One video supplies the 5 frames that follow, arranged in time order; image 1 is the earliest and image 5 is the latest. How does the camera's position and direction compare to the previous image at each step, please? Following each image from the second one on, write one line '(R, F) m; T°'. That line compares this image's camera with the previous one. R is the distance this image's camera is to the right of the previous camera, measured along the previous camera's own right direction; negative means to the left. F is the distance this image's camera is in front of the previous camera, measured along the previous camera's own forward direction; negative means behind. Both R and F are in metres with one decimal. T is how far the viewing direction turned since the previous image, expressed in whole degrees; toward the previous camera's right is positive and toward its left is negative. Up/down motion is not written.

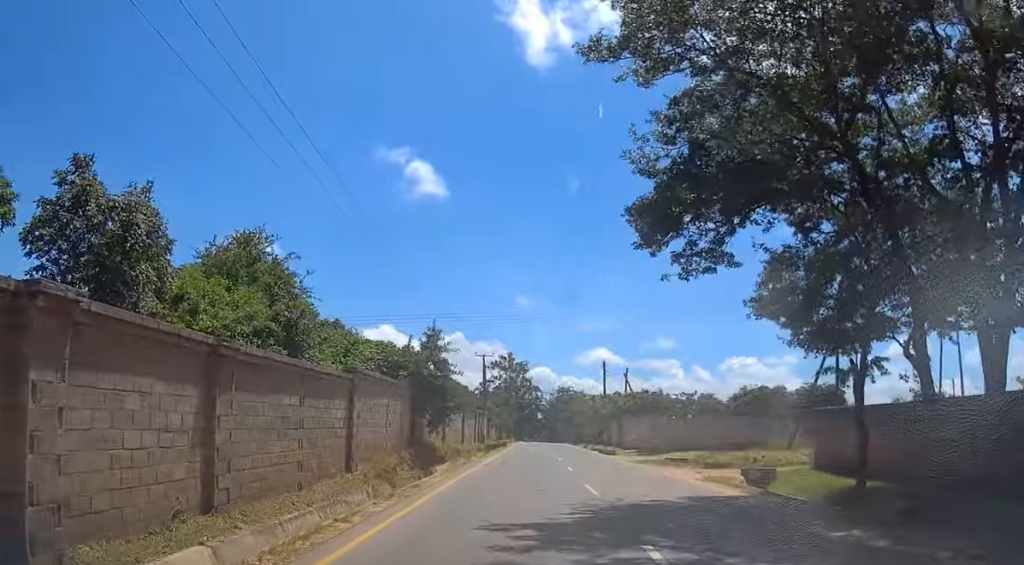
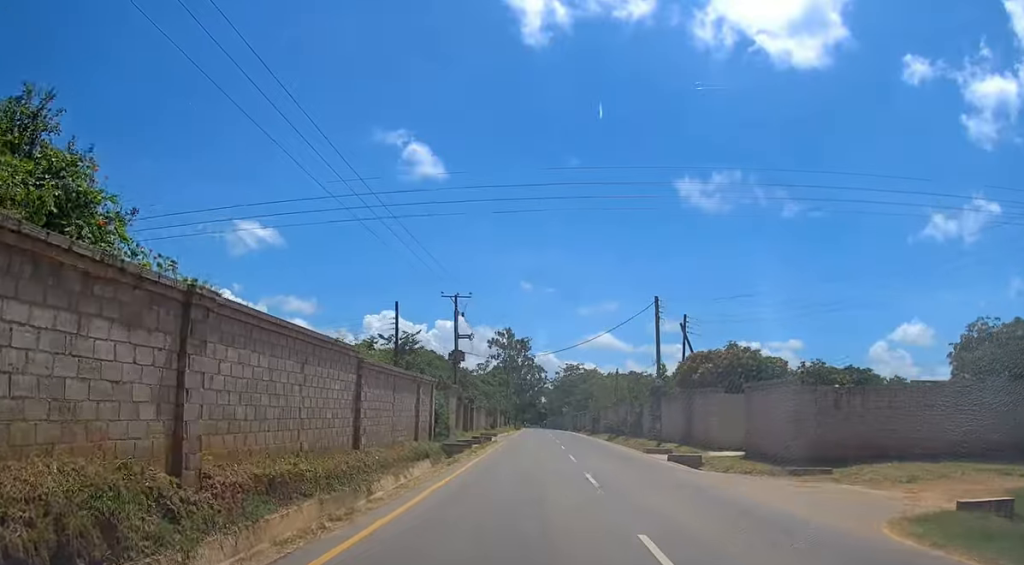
(-0.2, +26.6) m; -1°
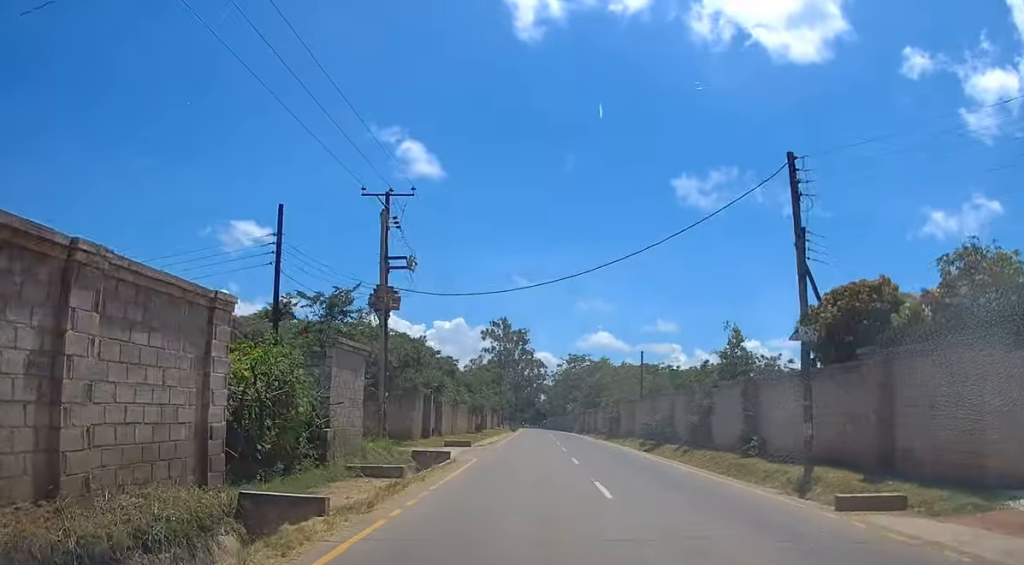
(+0.3, +20.4) m; +2°
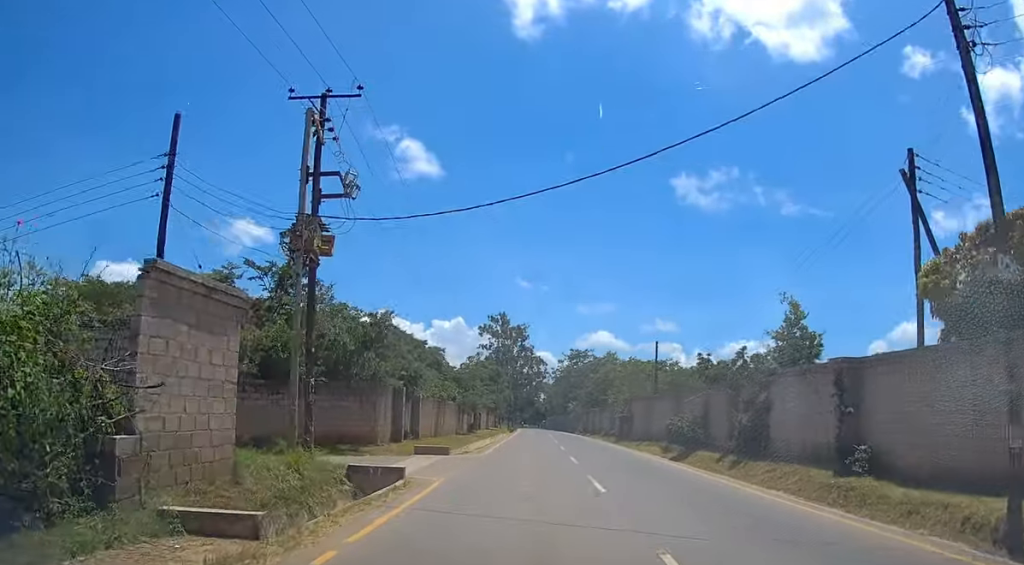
(+0.1, +7.9) m; 0°
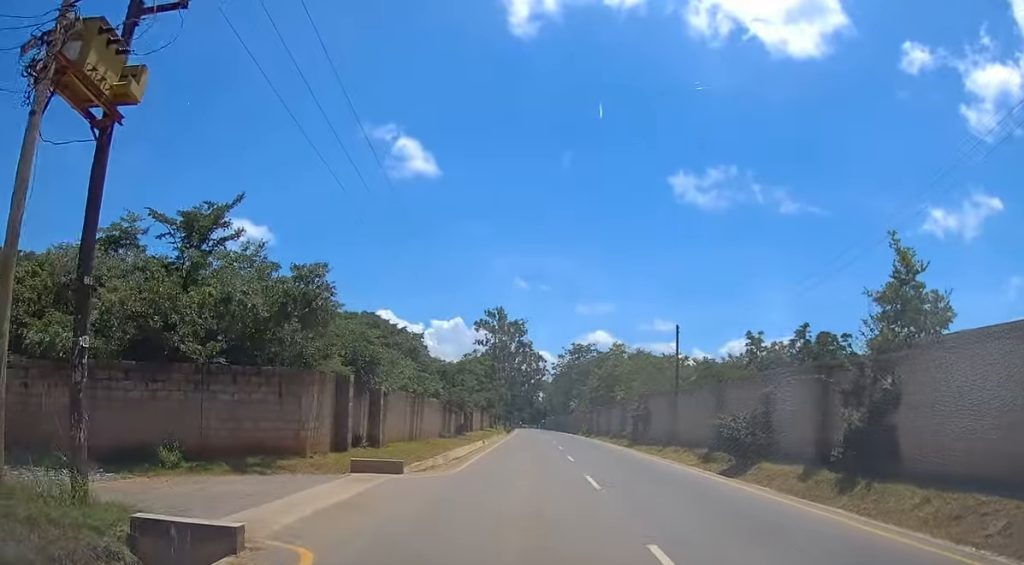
(-0.1, +8.5) m; -1°
